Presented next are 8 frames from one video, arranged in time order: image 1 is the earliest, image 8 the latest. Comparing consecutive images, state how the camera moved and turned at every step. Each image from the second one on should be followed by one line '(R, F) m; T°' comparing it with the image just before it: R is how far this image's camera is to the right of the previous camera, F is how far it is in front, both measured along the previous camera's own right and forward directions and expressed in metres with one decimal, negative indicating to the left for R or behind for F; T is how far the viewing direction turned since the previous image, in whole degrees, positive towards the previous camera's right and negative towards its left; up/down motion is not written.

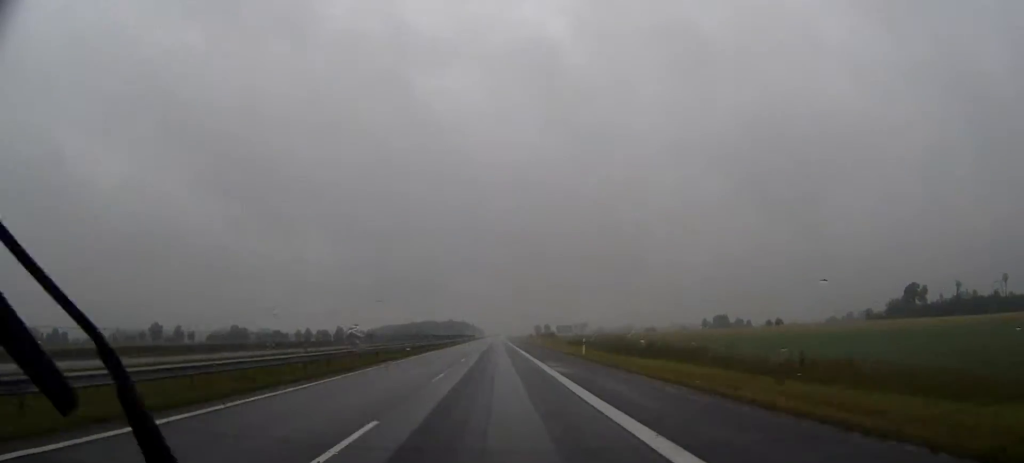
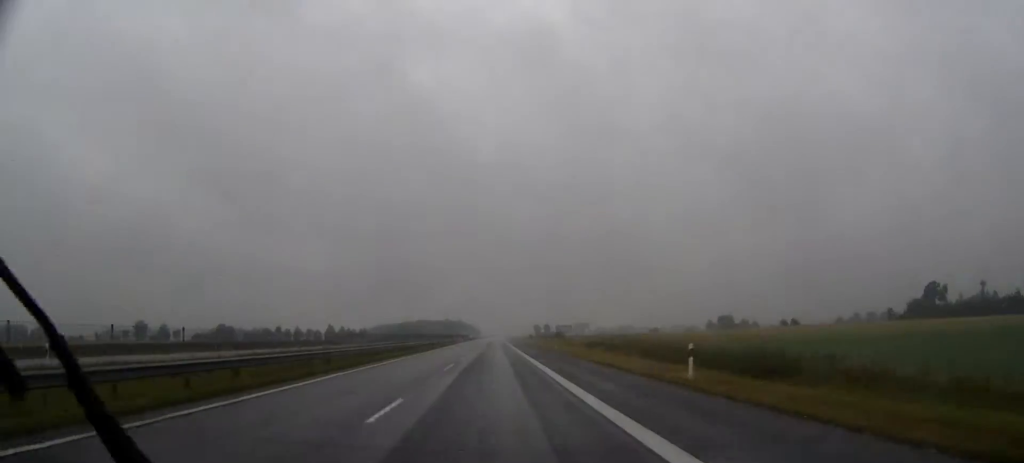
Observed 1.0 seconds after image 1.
(0.0, +28.1) m; 0°
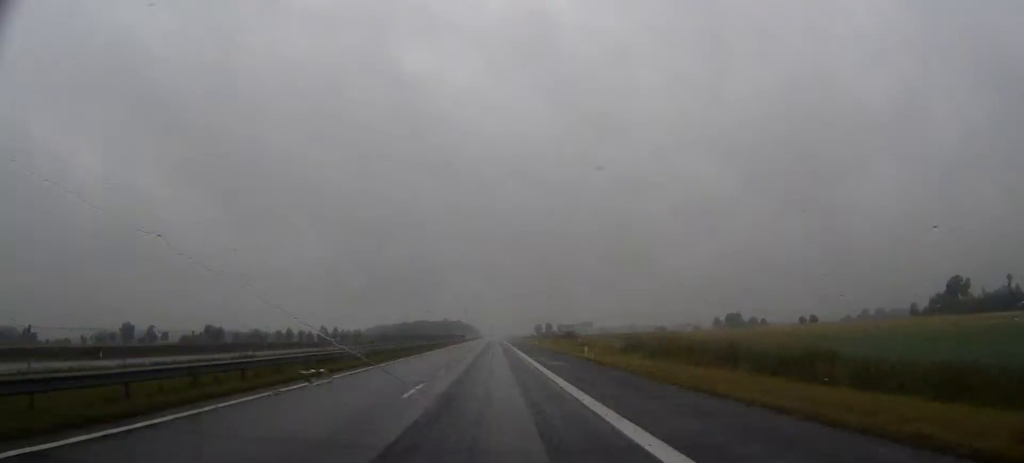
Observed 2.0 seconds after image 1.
(0.0, +27.2) m; 0°
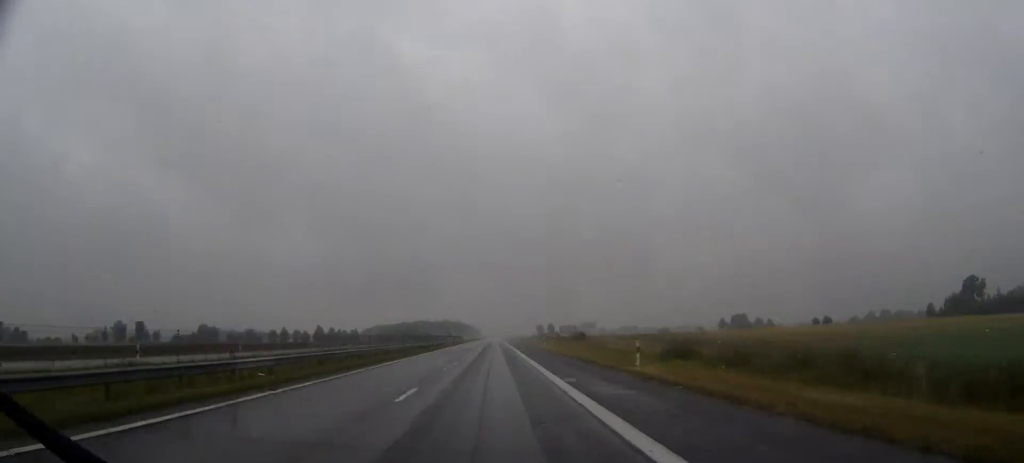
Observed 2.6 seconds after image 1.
(0.0, +16.9) m; 0°
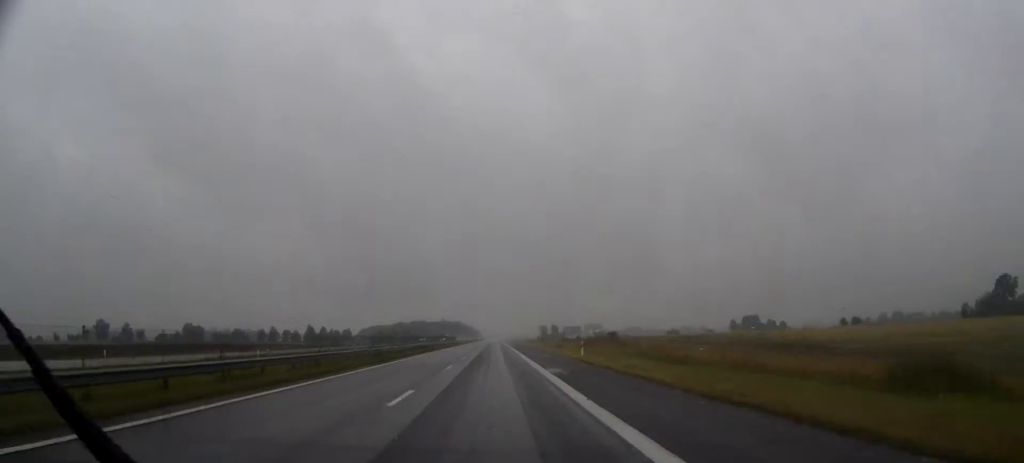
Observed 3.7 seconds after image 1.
(-0.1, +32.8) m; 0°
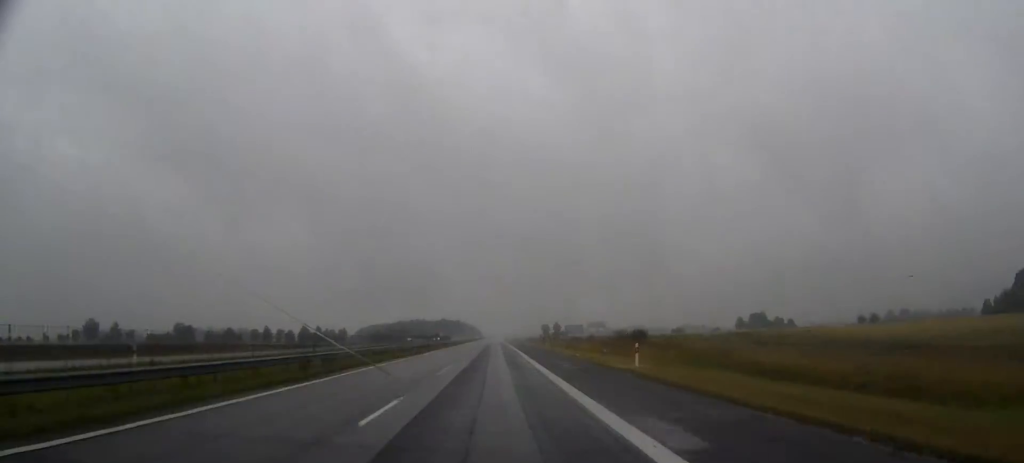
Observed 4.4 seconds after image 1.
(0.0, +18.8) m; 0°
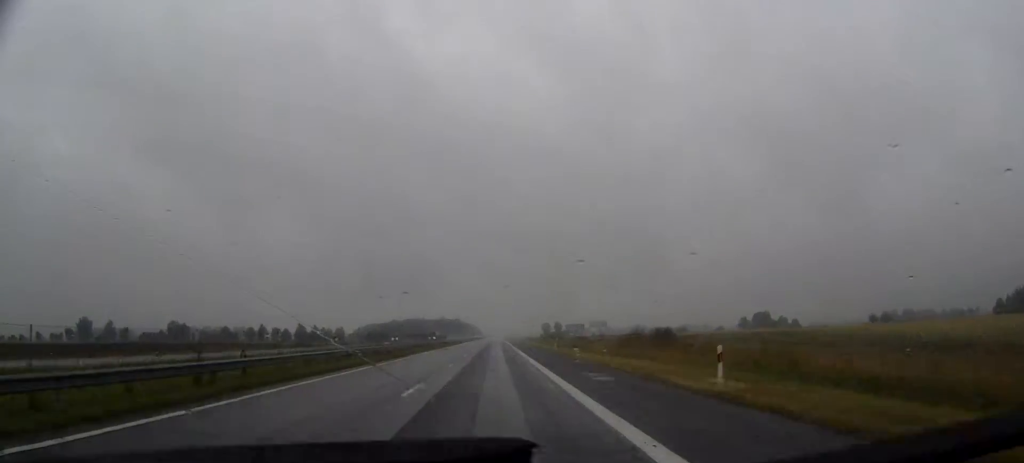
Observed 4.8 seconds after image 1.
(0.0, +11.2) m; 0°
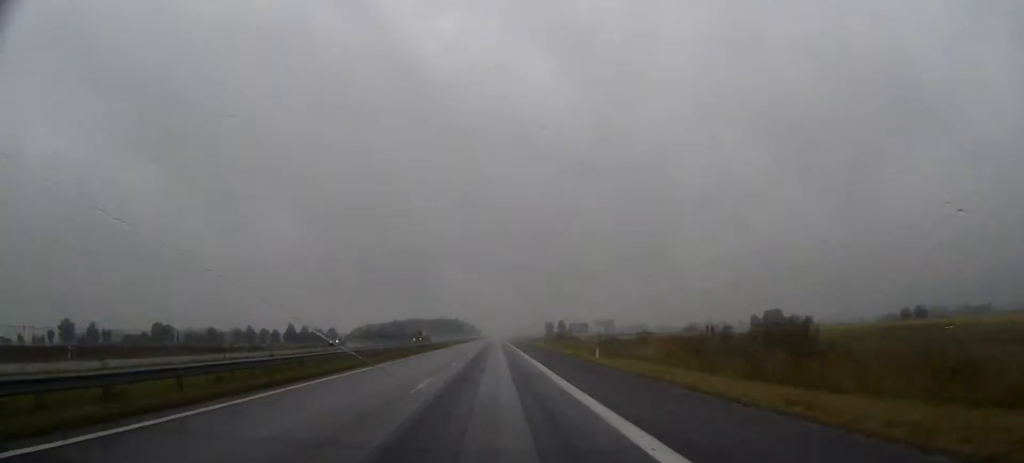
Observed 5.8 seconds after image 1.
(0.0, +29.1) m; 0°
